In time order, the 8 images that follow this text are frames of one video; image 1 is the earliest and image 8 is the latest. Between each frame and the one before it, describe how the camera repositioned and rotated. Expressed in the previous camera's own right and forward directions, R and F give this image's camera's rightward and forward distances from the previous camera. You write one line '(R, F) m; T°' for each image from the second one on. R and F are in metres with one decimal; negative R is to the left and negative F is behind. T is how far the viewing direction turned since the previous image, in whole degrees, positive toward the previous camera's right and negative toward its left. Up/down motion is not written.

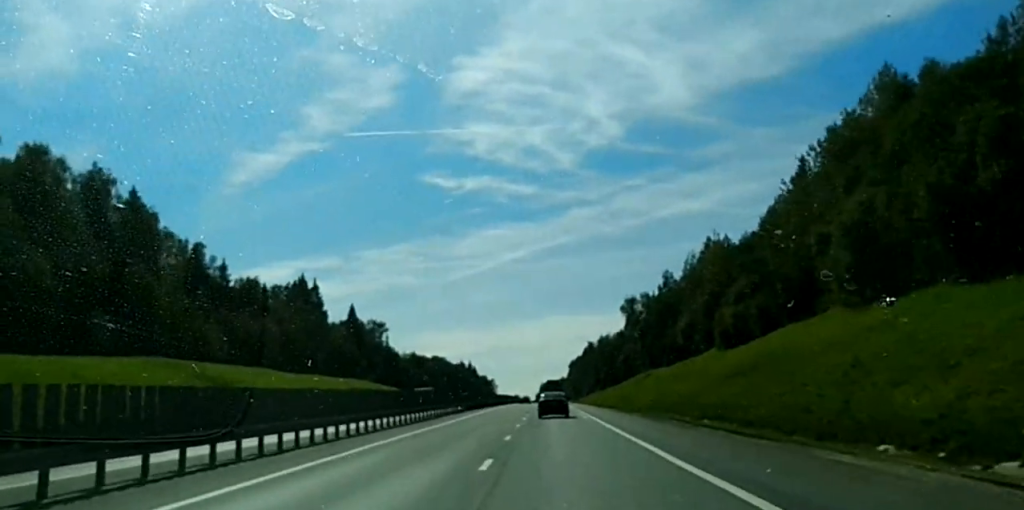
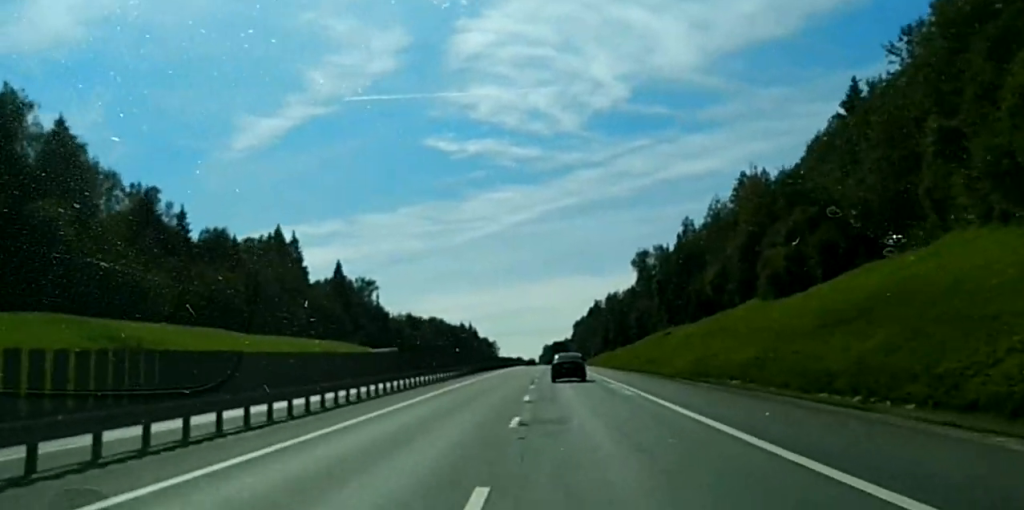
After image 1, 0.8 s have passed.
(-0.1, +23.5) m; 0°
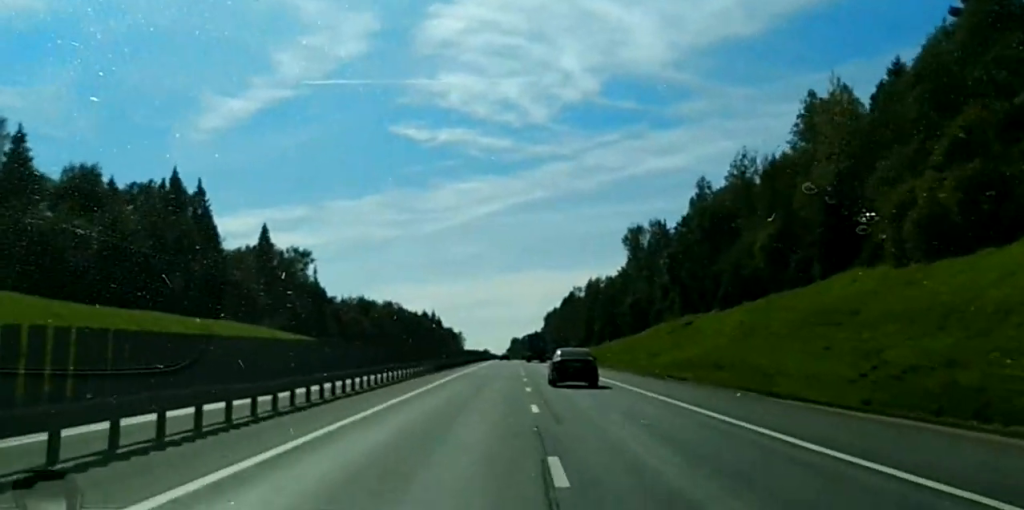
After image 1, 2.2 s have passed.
(+0.5, +47.2) m; +1°
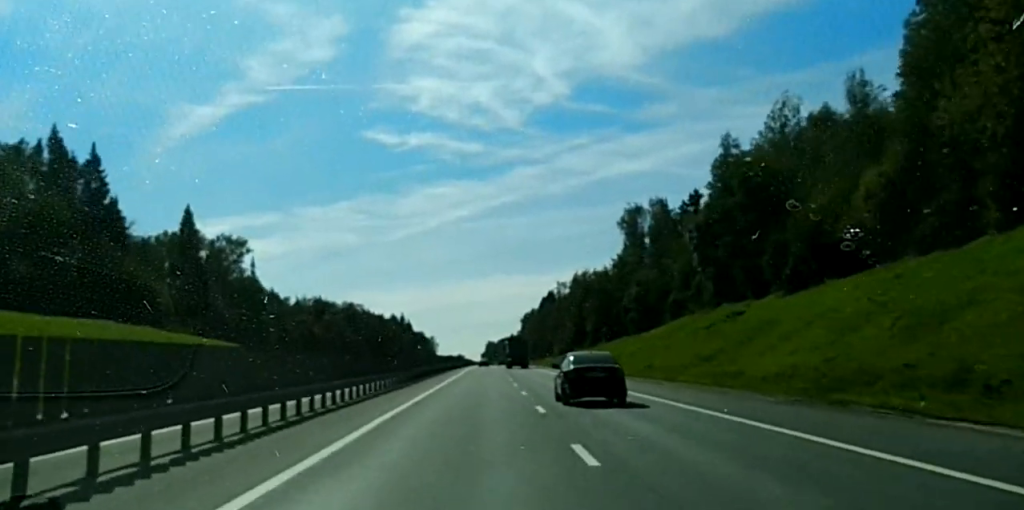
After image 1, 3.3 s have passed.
(0.0, +39.7) m; 0°
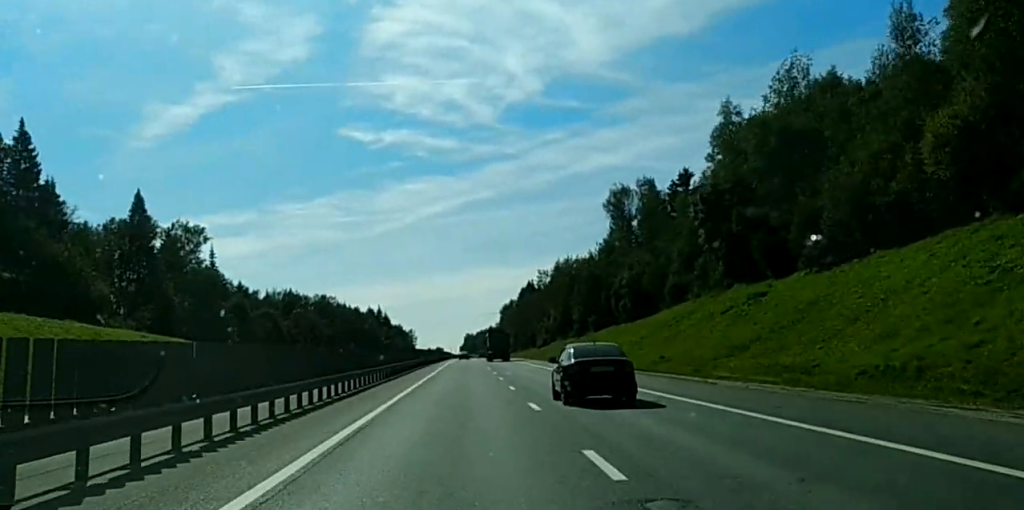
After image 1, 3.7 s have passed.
(-0.1, +17.6) m; 0°
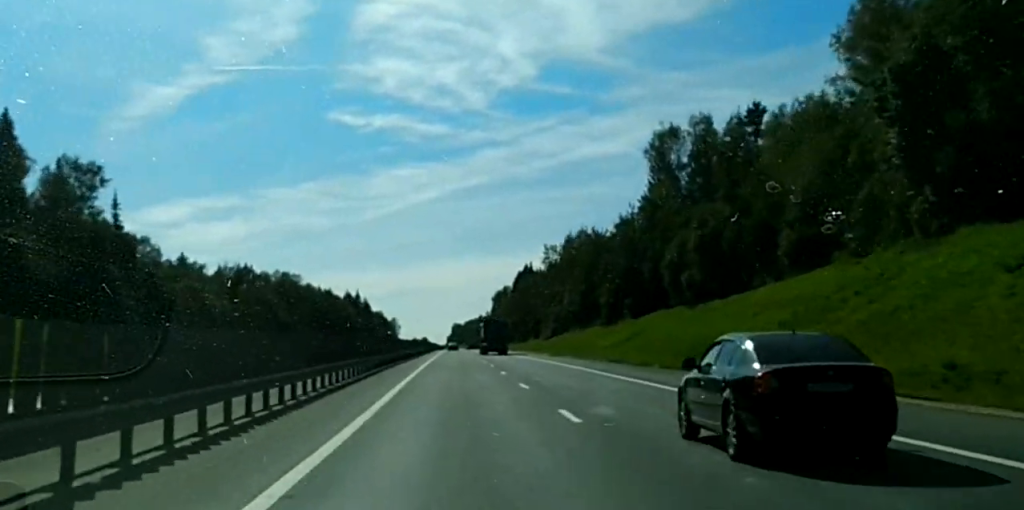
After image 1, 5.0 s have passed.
(0.0, +50.6) m; 0°
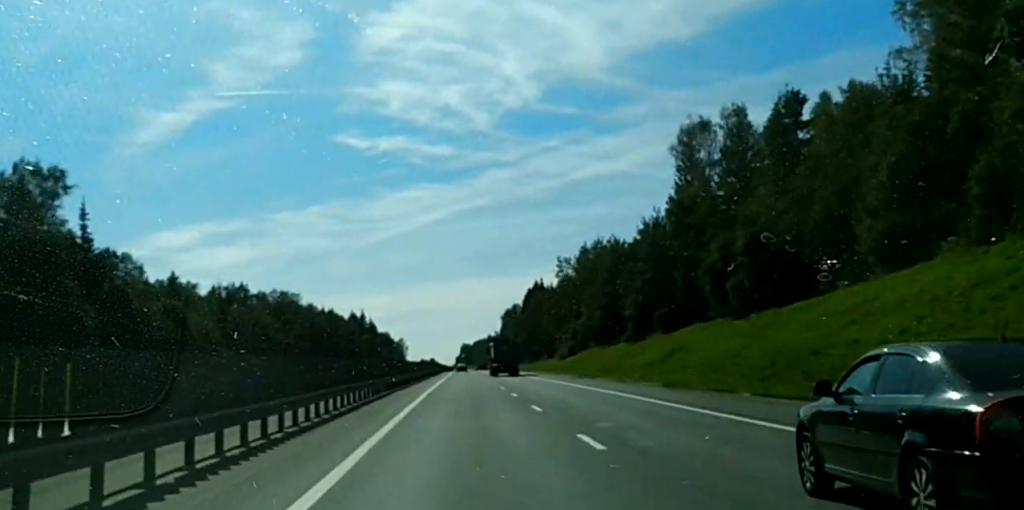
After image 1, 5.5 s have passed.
(0.0, +15.7) m; 0°
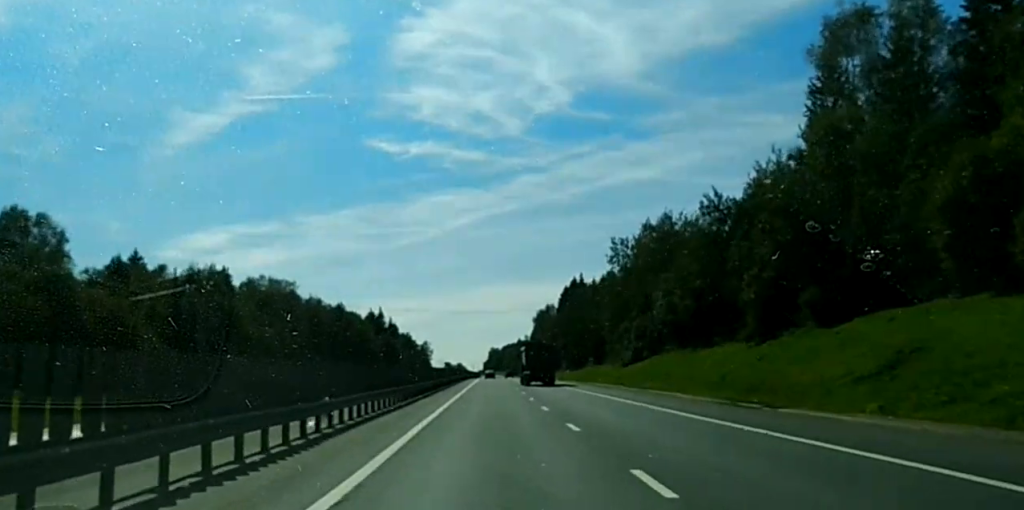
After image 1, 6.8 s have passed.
(0.0, +42.6) m; 0°
